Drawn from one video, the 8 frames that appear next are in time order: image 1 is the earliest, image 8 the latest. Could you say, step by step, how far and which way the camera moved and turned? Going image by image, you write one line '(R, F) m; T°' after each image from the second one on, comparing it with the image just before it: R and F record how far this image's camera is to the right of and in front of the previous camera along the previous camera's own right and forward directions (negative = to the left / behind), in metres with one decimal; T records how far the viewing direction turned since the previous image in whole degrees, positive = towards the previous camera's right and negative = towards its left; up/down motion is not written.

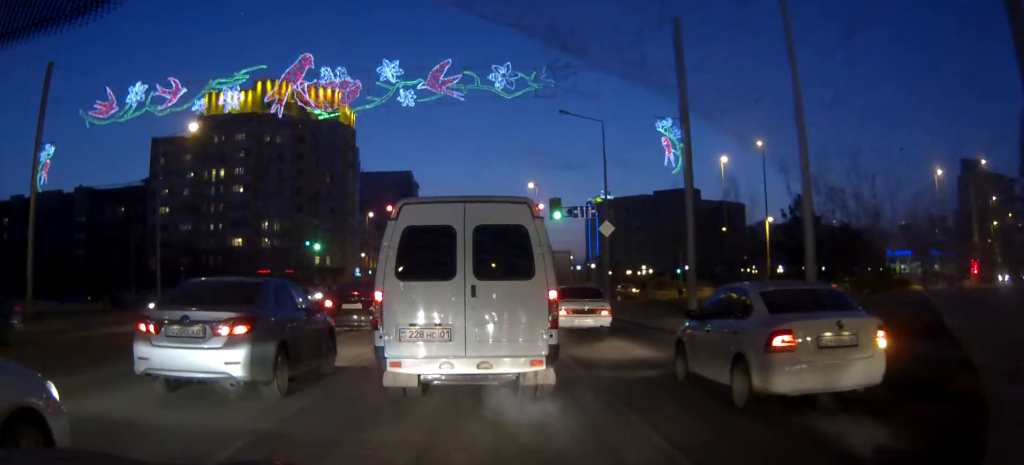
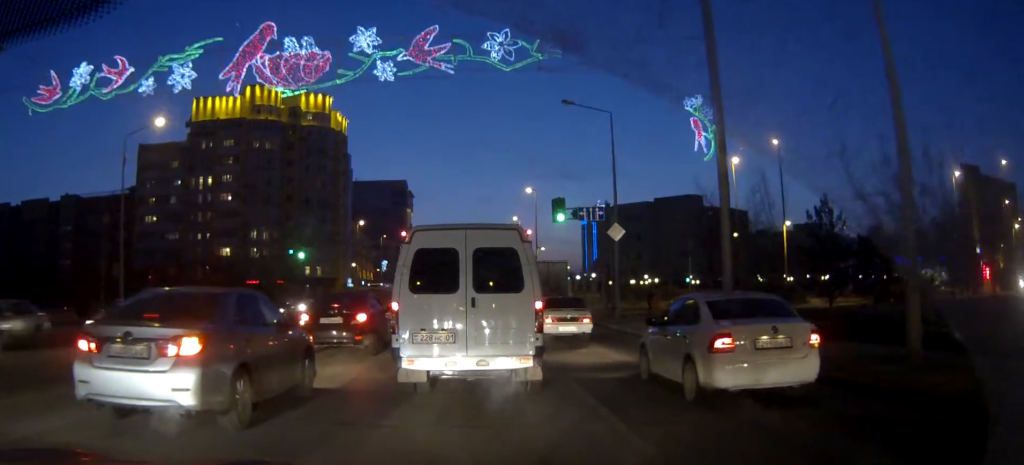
(+0.1, +5.1) m; +2°
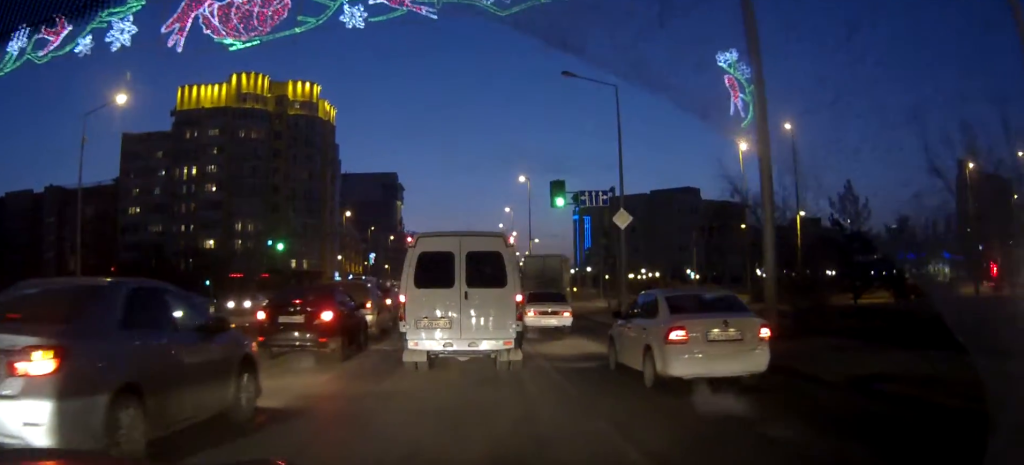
(+0.1, +4.6) m; 0°
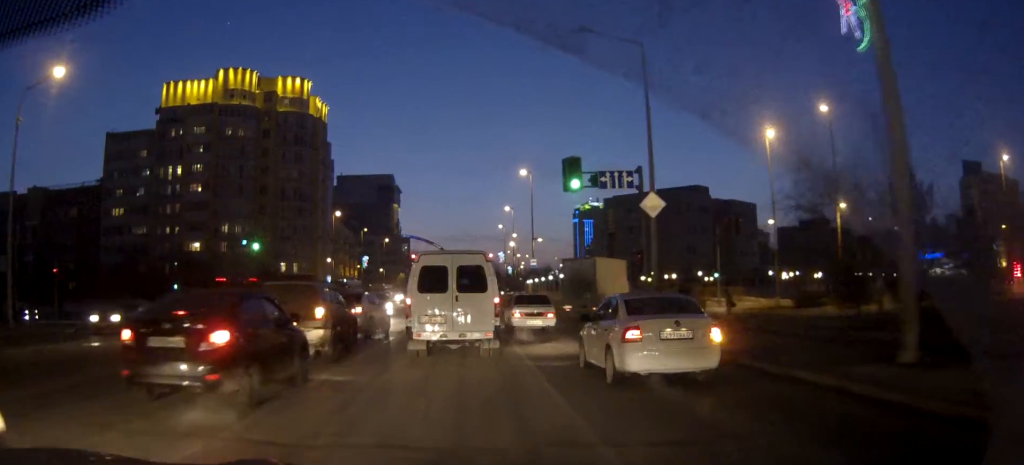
(-0.1, +7.3) m; -1°
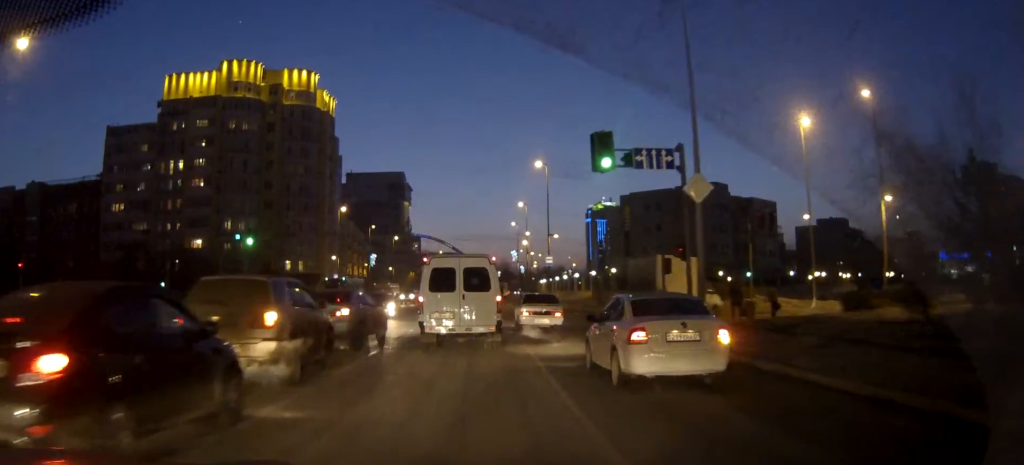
(0.0, +4.5) m; 0°
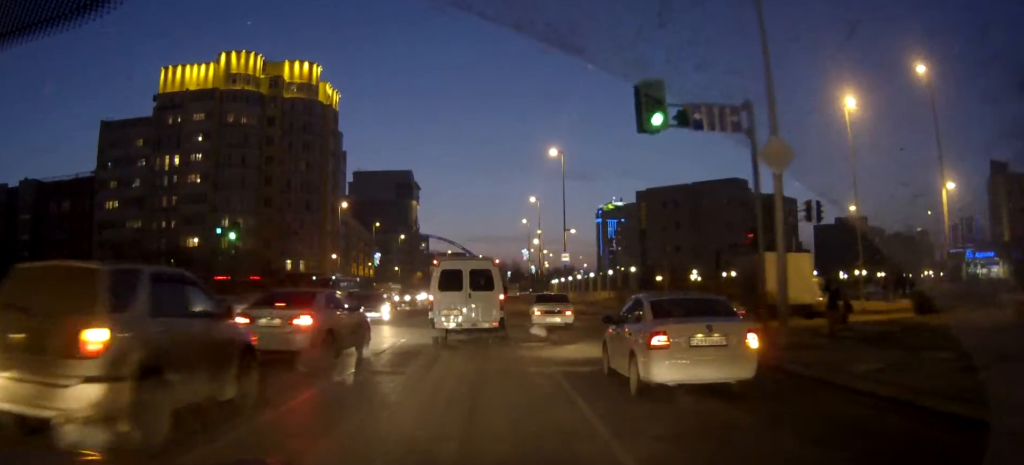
(0.0, +6.1) m; 0°
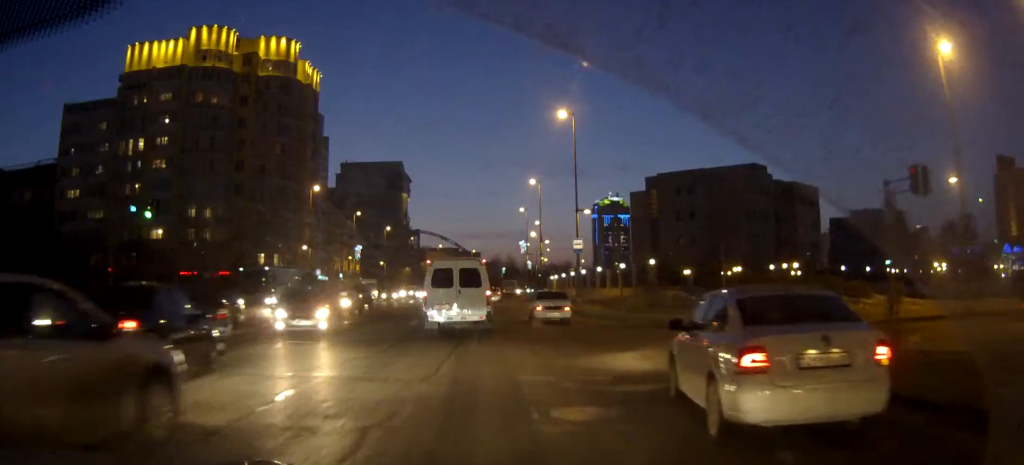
(0.0, +12.4) m; 0°
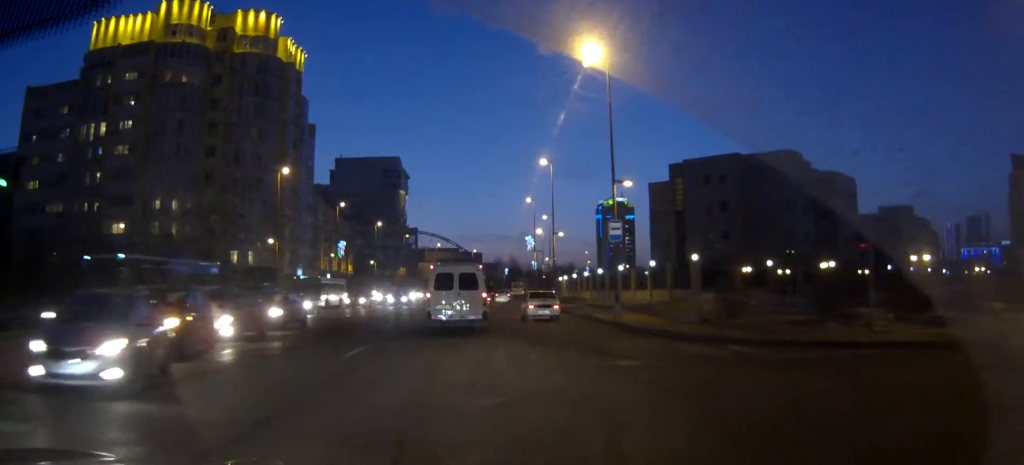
(-0.1, +14.0) m; 0°
